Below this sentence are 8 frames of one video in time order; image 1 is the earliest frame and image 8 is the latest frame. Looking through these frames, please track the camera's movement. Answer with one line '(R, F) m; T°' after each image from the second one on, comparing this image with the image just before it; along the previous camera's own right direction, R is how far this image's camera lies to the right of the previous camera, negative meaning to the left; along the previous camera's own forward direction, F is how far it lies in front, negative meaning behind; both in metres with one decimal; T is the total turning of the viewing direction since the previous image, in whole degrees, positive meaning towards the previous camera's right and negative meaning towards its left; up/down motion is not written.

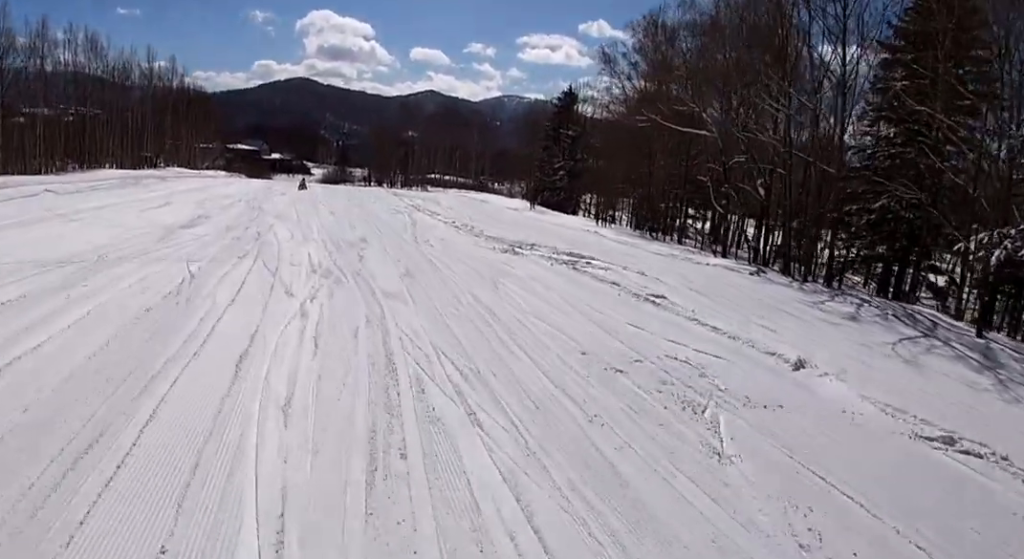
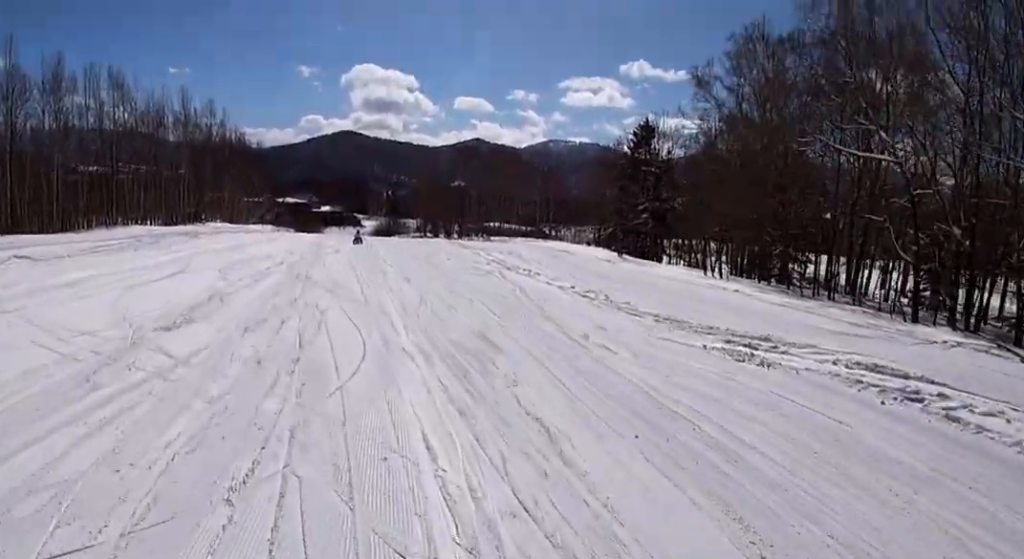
(+1.2, +10.0) m; +2°
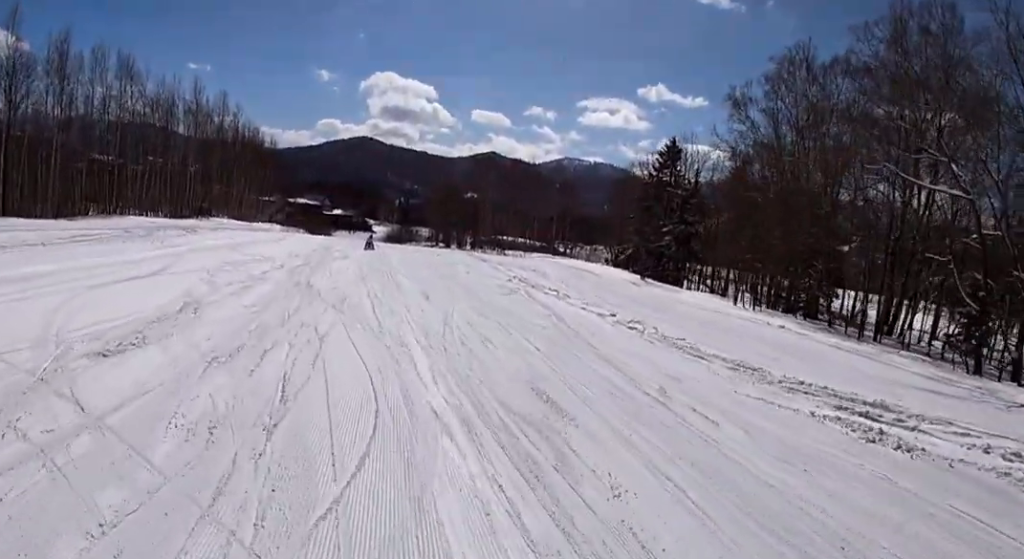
(+0.1, +3.3) m; -3°
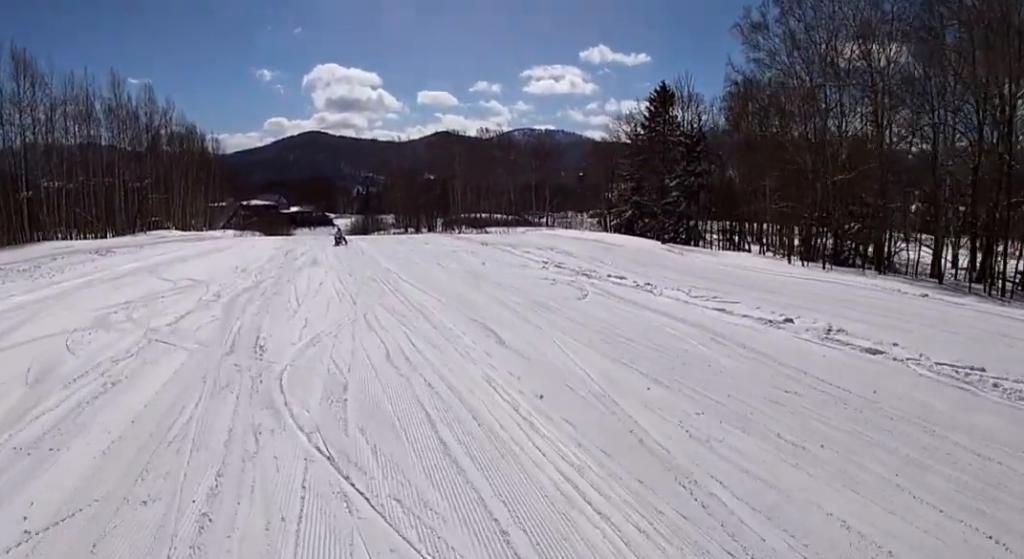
(-0.3, +9.6) m; -4°
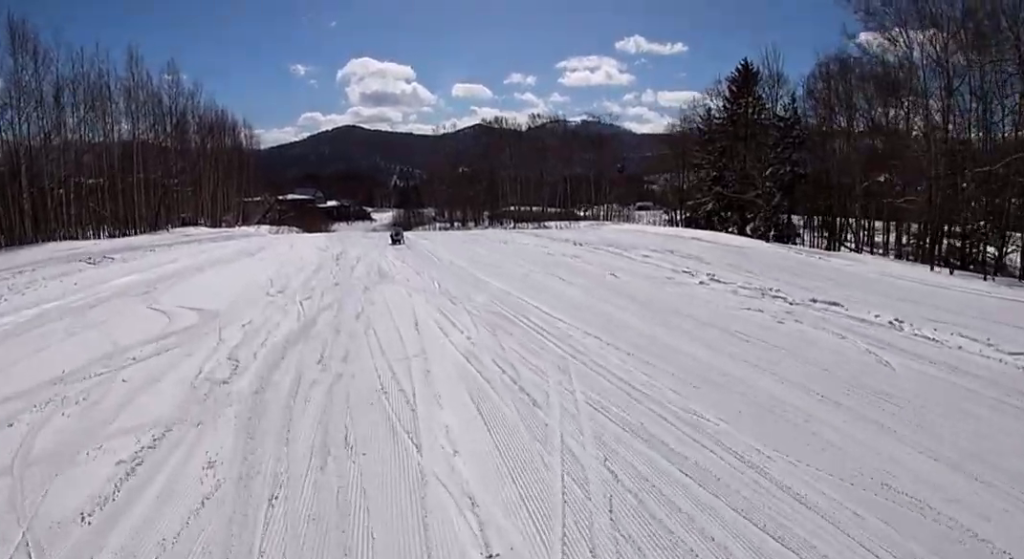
(-0.8, +7.2) m; -3°
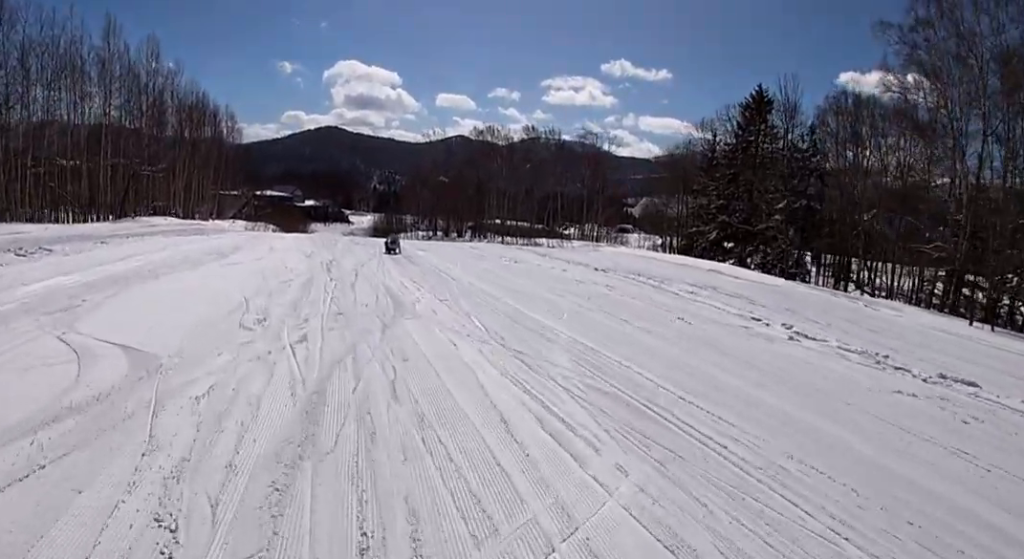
(+0.2, +4.3) m; +3°
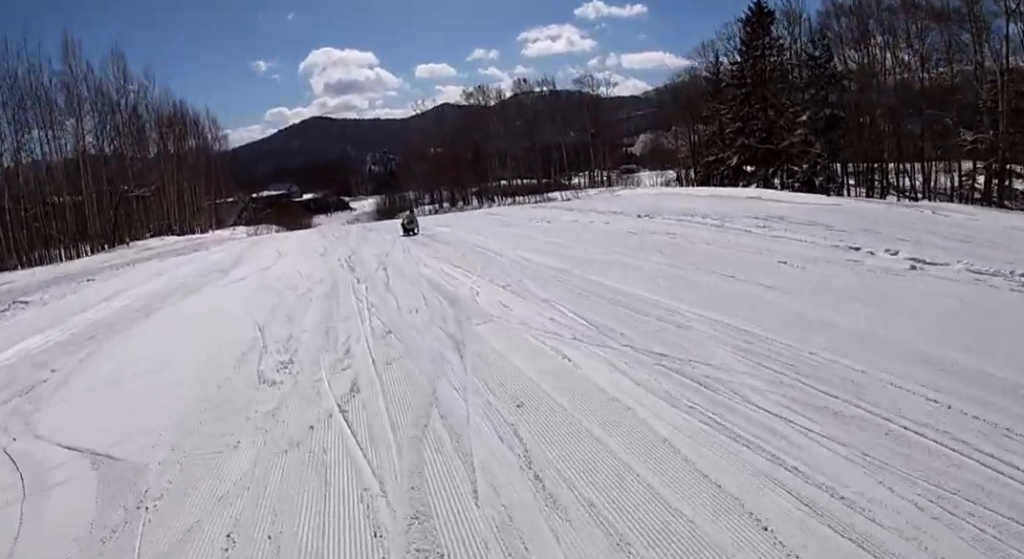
(+0.6, +2.8) m; +3°
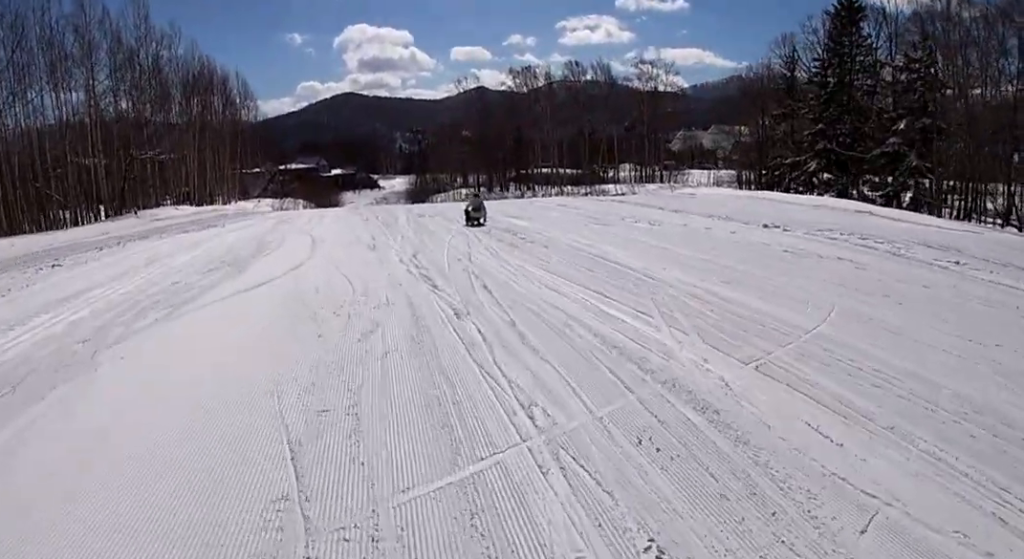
(-0.5, +5.6) m; -5°
